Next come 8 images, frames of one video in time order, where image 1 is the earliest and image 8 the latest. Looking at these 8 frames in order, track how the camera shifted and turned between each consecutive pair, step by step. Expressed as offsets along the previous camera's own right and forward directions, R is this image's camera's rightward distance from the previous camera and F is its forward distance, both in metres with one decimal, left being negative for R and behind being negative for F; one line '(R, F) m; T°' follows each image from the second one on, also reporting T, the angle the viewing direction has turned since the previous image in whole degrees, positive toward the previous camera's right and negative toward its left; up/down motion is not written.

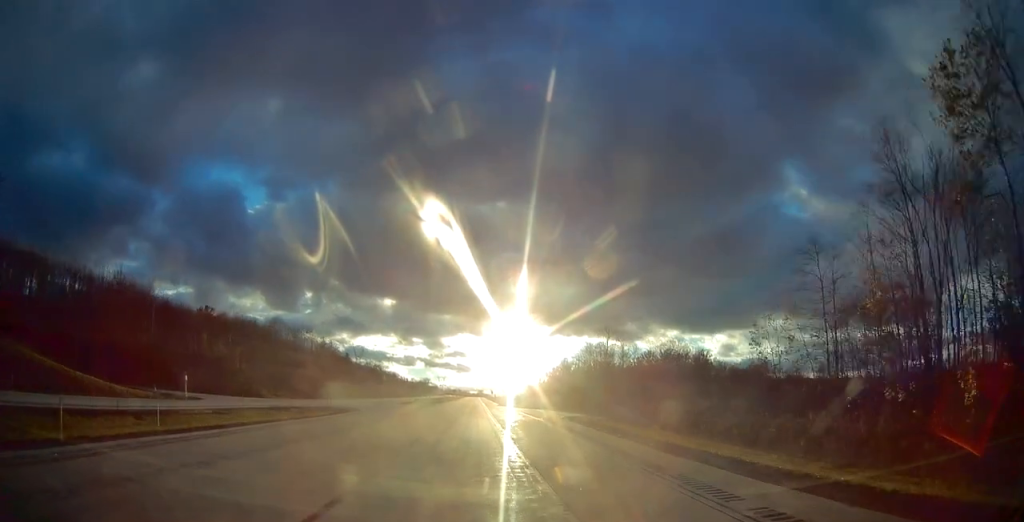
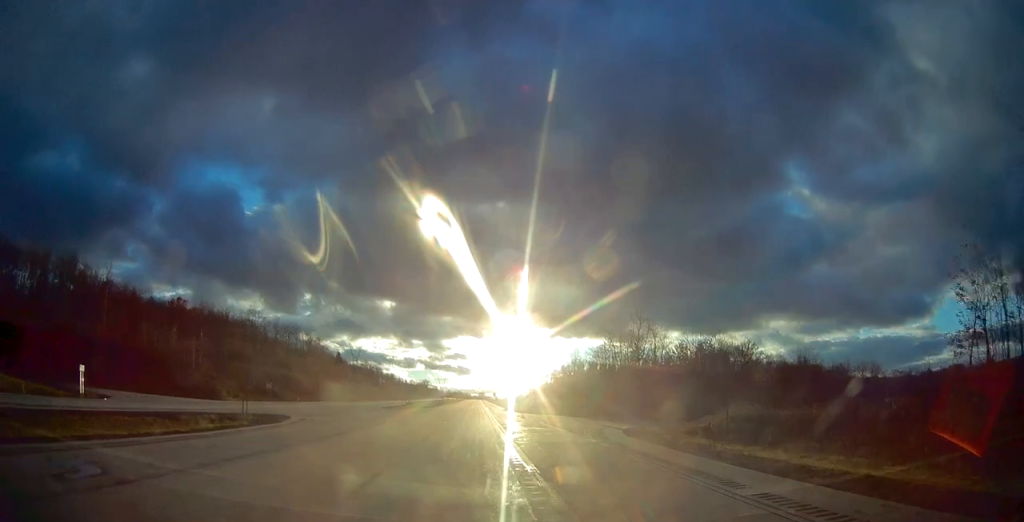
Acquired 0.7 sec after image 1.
(+0.1, +21.1) m; 0°
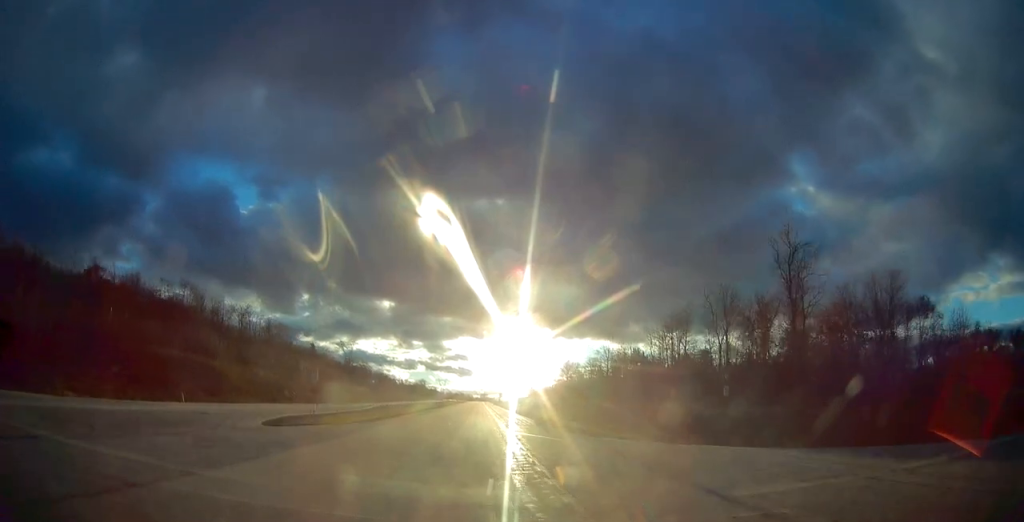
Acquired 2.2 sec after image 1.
(-0.2, +45.8) m; 0°
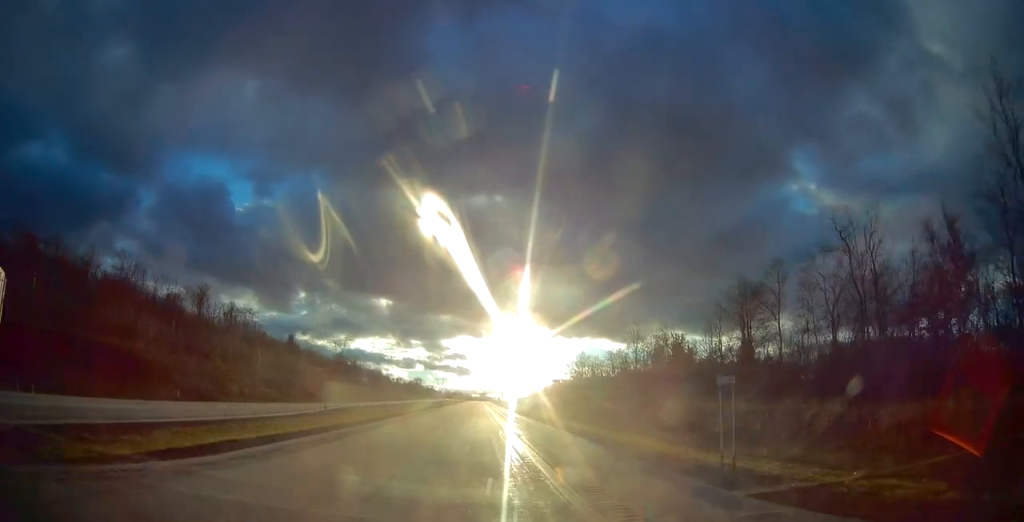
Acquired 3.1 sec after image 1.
(-0.1, +26.8) m; 0°
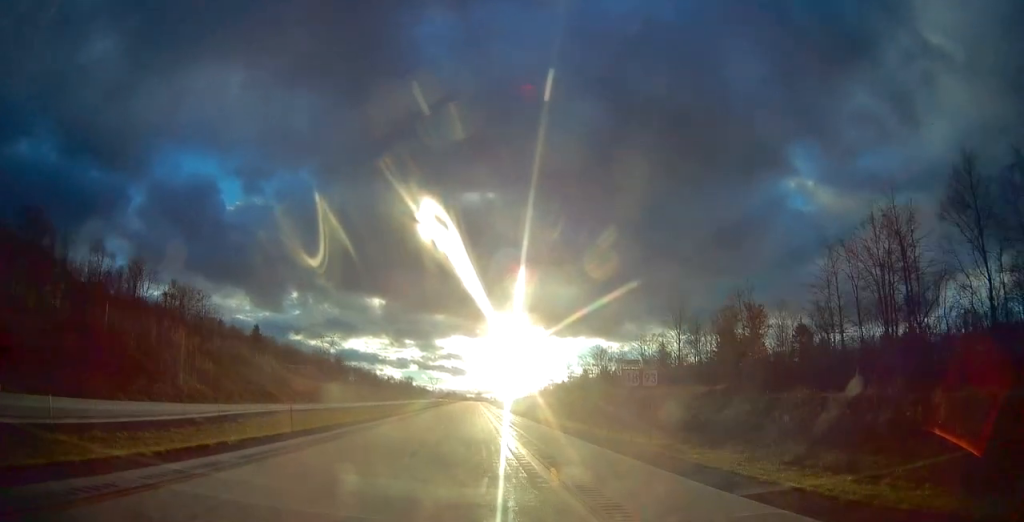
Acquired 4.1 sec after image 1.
(0.0, +28.8) m; 0°
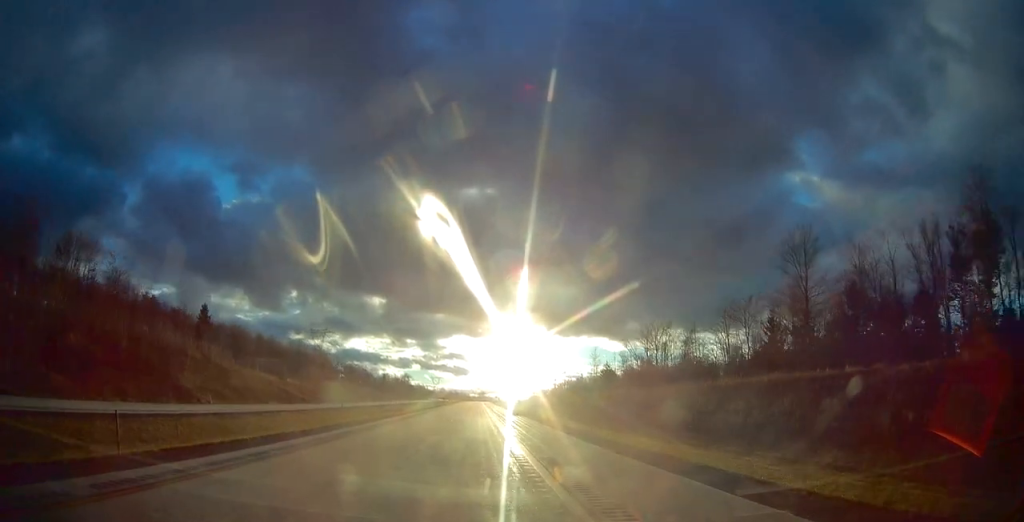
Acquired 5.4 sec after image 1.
(+0.1, +37.5) m; 0°
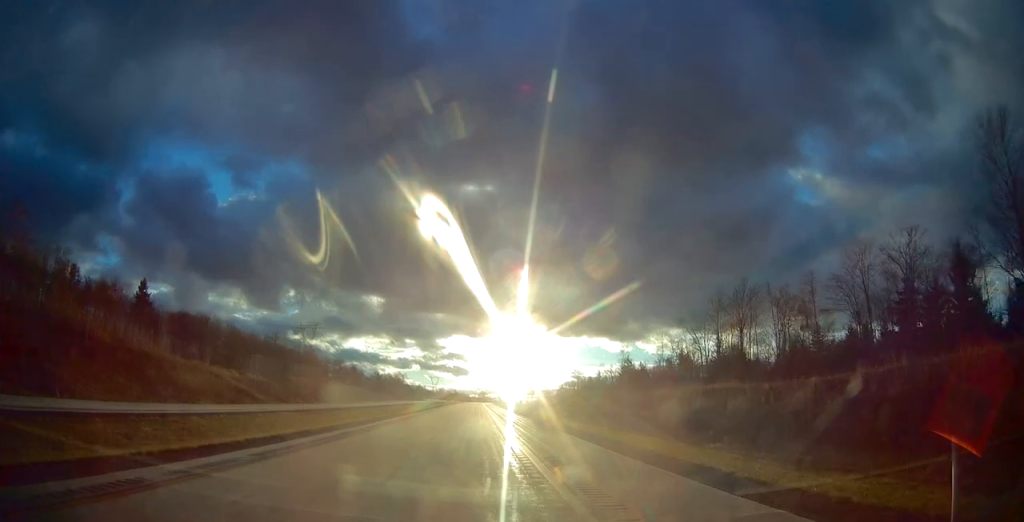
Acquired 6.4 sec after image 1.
(-0.1, +29.3) m; 0°
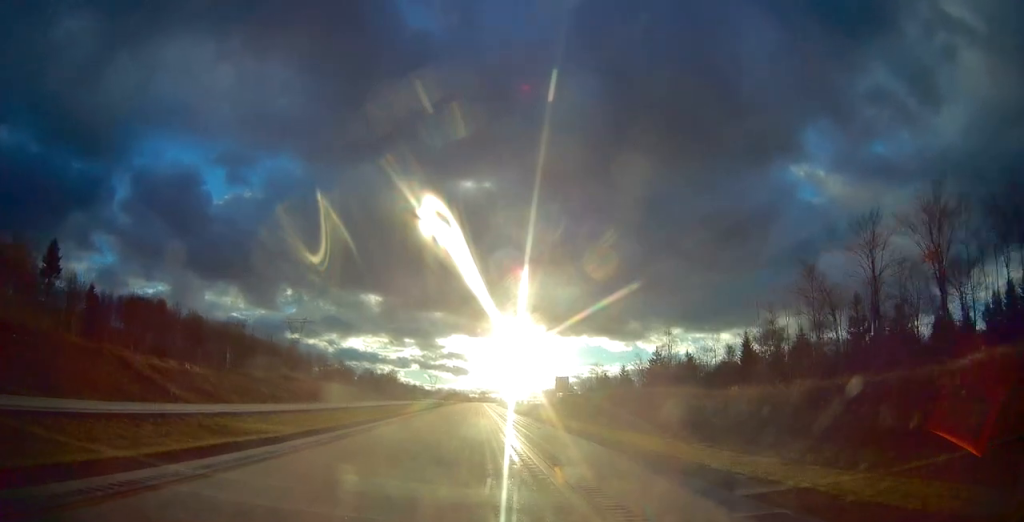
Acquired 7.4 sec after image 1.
(+0.1, +30.2) m; 0°
